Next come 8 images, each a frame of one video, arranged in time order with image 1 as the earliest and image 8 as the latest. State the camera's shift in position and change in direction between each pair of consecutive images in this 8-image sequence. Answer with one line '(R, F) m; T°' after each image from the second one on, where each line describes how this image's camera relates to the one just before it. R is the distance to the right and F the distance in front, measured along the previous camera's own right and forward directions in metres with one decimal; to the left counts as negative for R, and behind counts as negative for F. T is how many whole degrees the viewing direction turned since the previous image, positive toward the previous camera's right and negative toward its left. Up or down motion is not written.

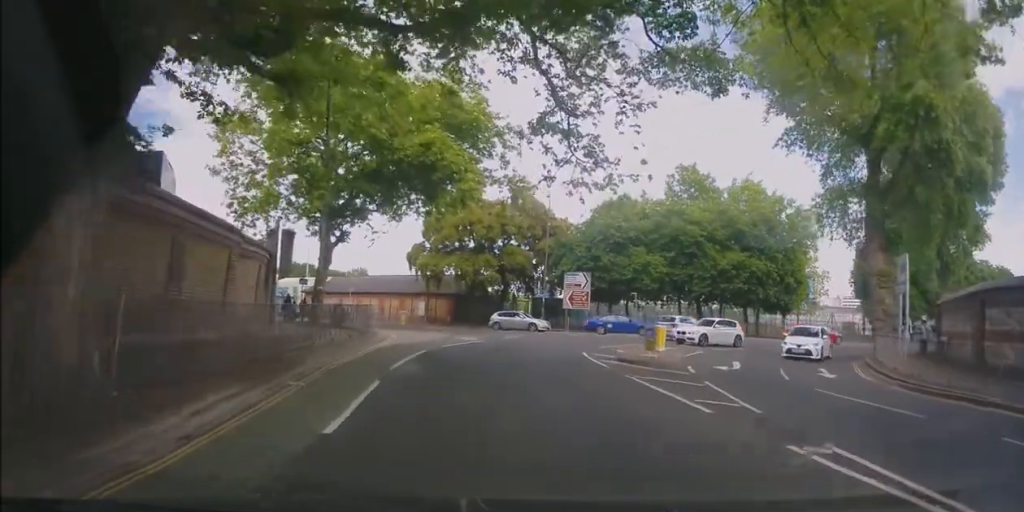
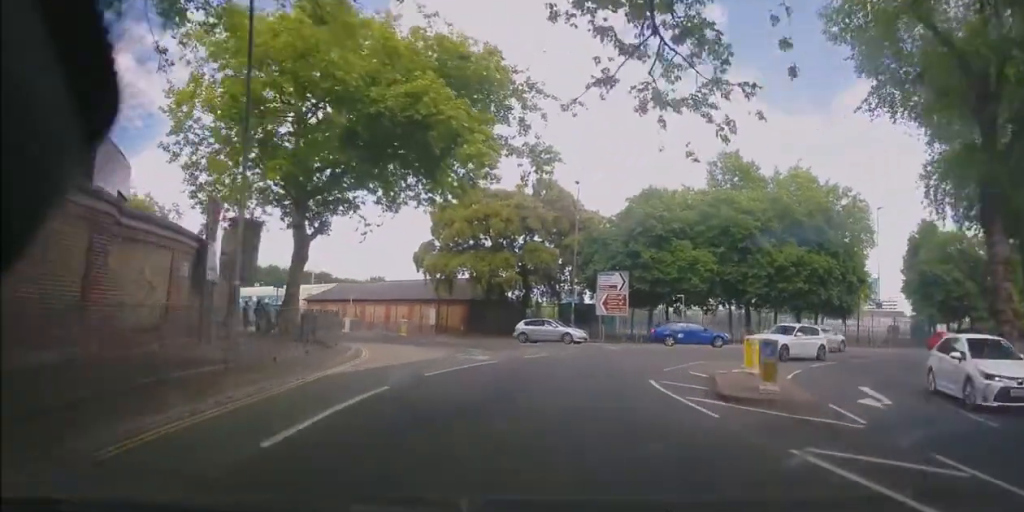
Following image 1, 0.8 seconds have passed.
(-0.3, +7.0) m; -5°
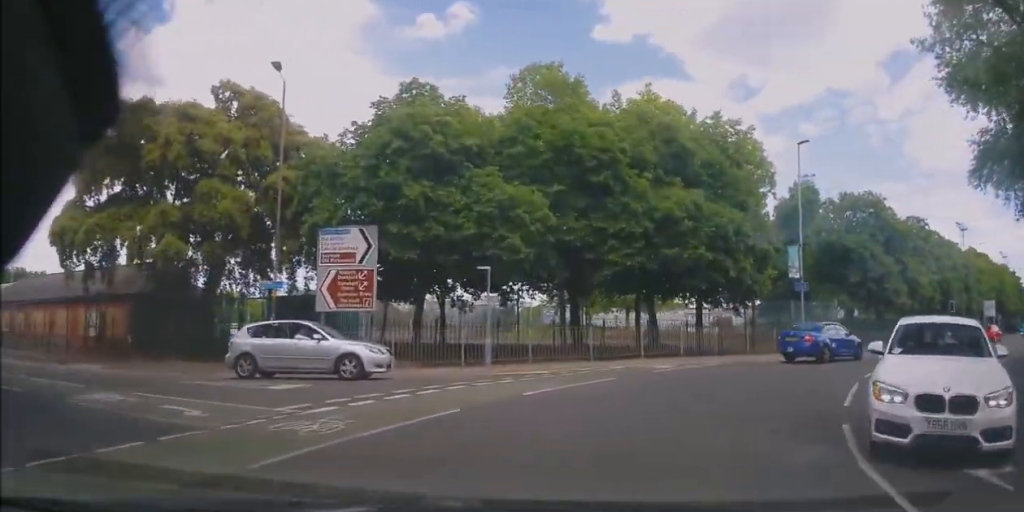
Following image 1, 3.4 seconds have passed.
(+0.8, +17.5) m; +15°
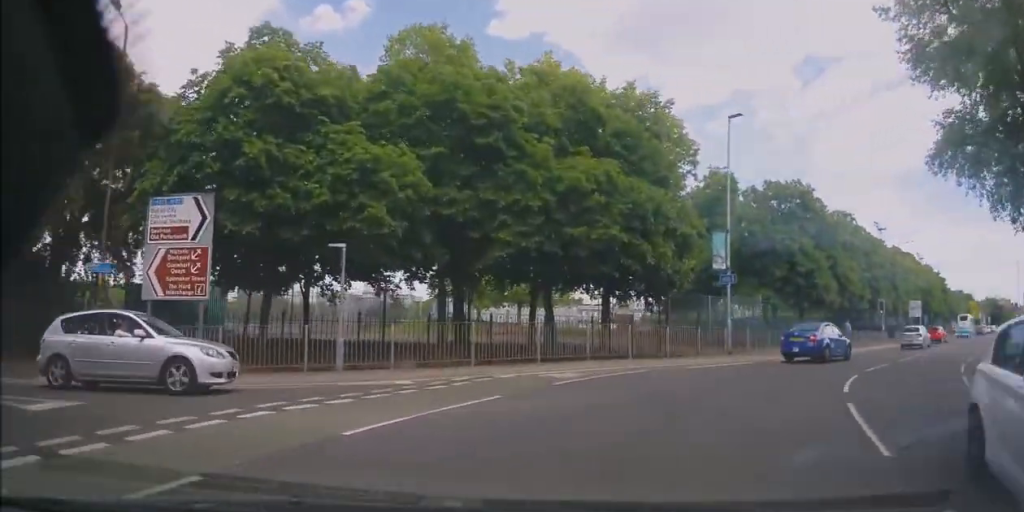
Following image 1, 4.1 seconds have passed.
(+0.3, +3.7) m; +13°
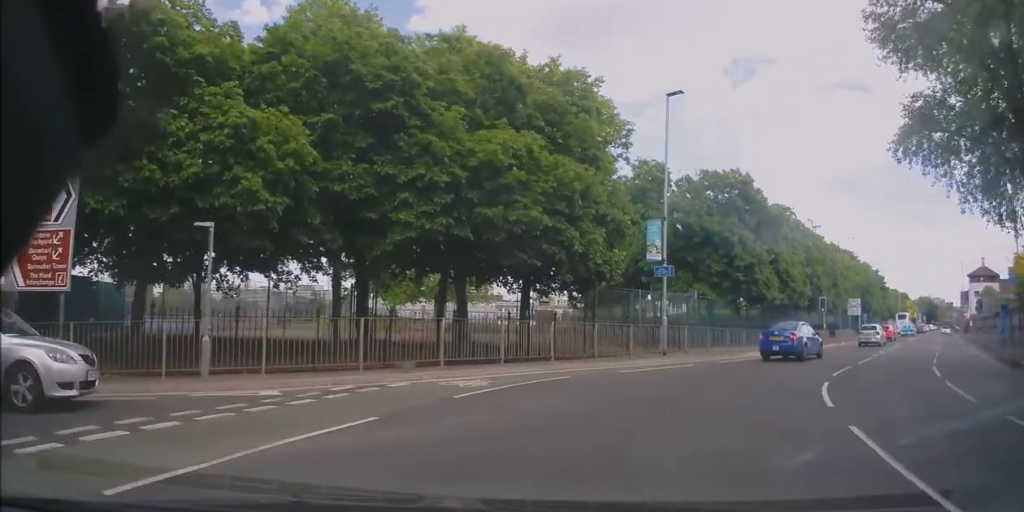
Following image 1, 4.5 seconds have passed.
(+0.1, +2.5) m; +12°
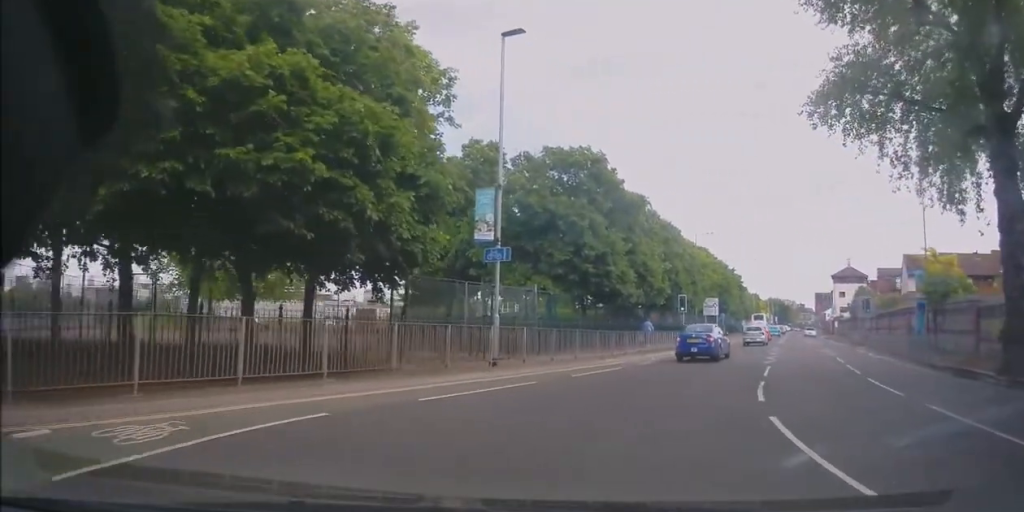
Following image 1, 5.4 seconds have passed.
(+1.3, +5.1) m; +20°
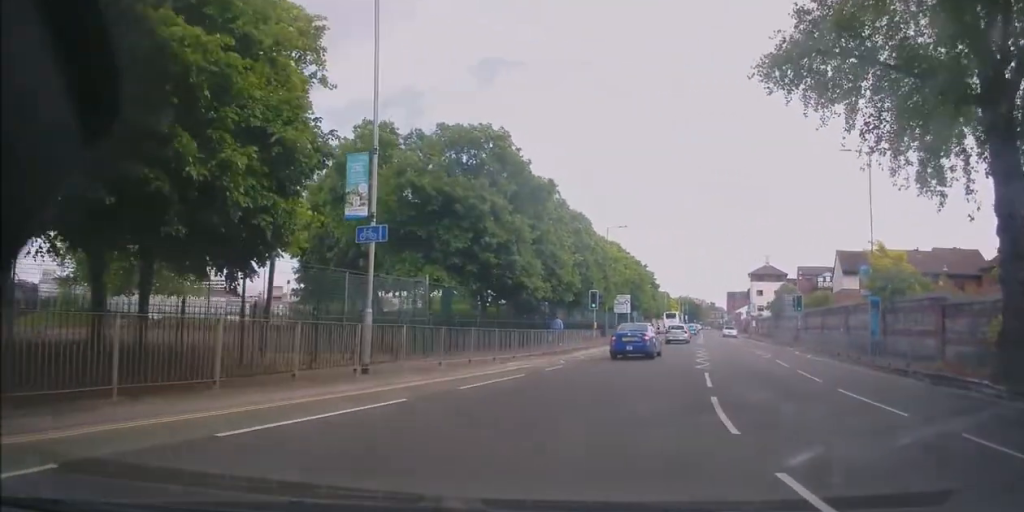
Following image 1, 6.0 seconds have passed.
(+0.3, +3.3) m; +8°
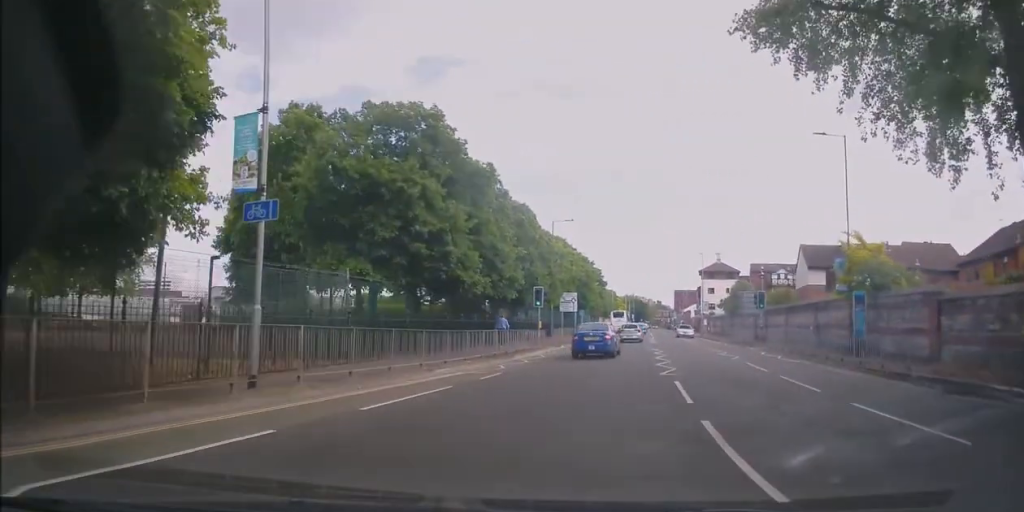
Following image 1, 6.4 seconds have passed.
(+0.2, +2.9) m; +2°
